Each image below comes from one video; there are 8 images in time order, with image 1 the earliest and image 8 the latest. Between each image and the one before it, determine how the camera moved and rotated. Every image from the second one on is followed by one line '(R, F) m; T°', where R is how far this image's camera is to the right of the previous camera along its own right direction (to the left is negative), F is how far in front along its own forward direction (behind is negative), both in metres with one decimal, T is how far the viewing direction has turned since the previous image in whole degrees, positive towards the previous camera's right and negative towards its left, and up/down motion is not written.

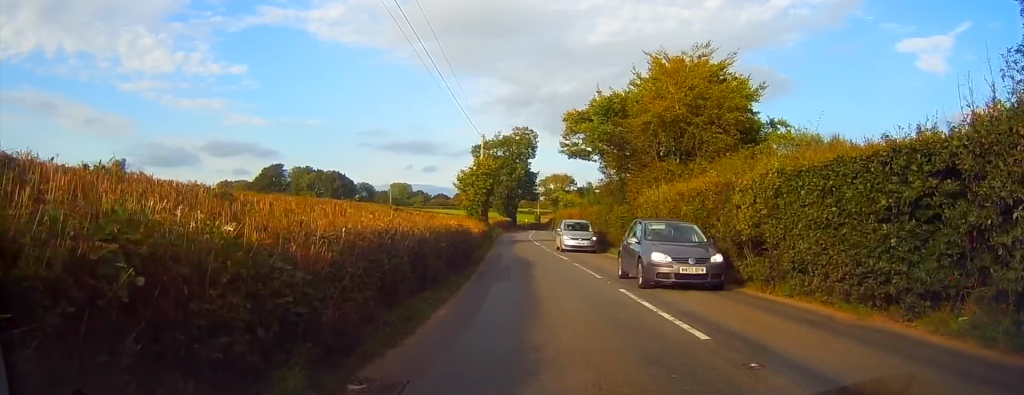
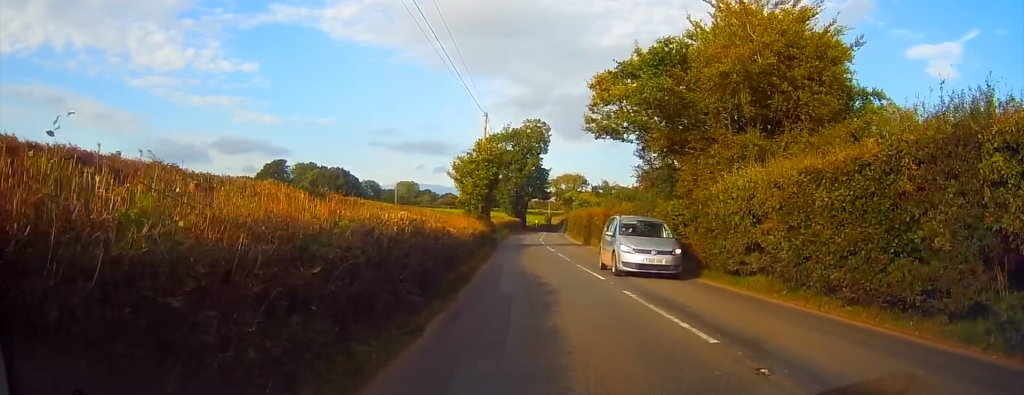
(-0.1, +9.2) m; -1°
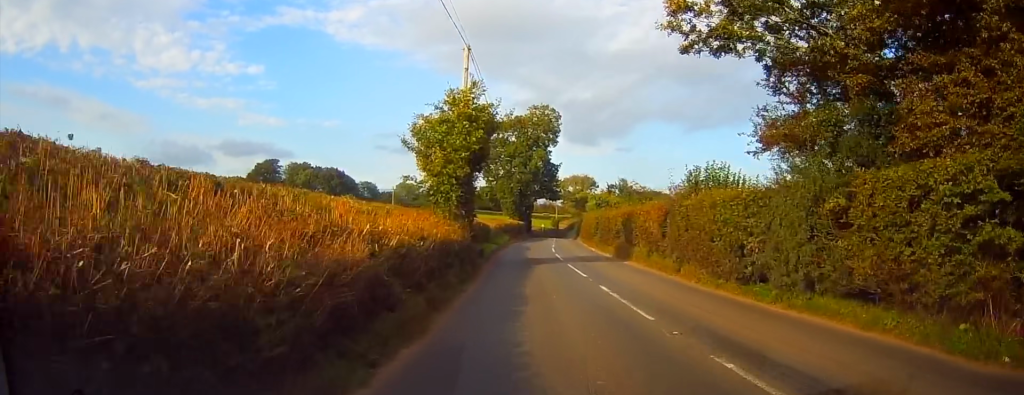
(-0.1, +15.2) m; -1°
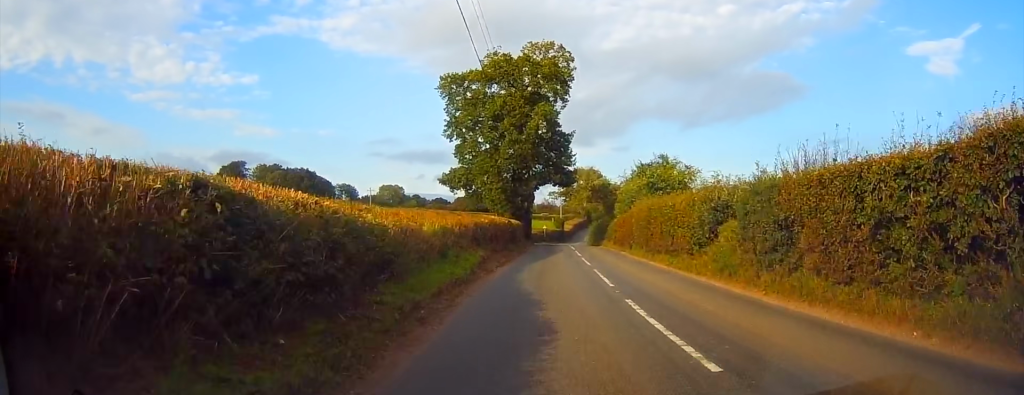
(0.0, +30.6) m; +1°
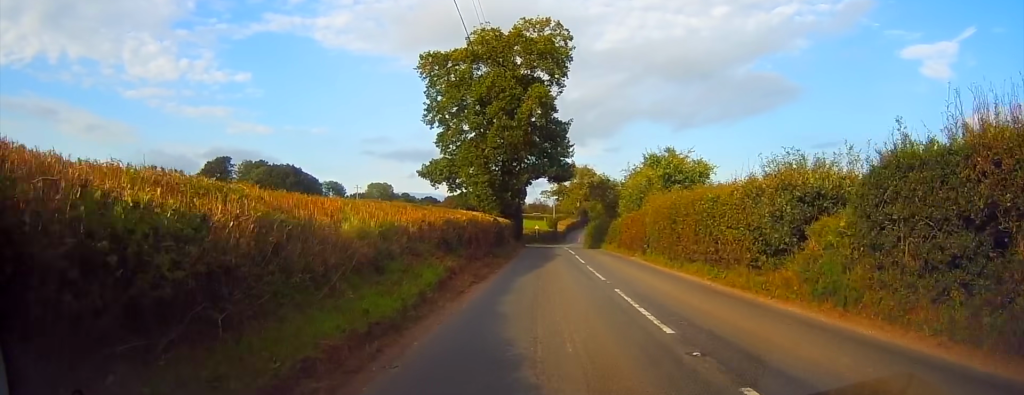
(+0.1, +6.6) m; 0°
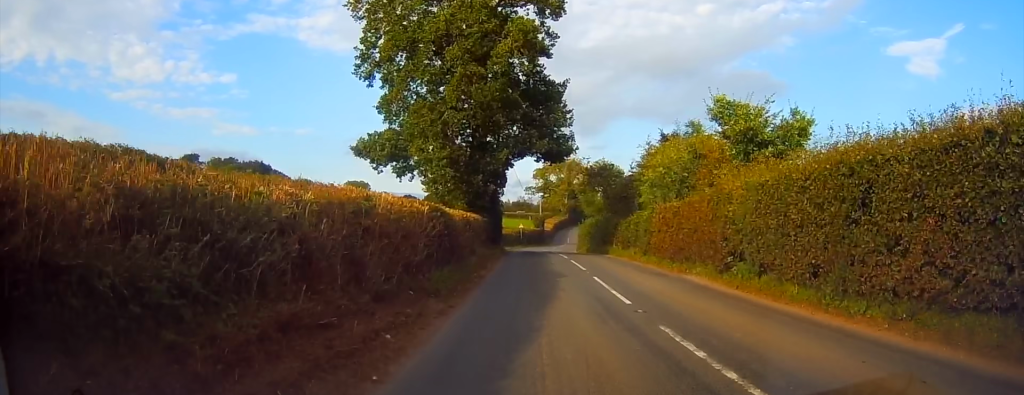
(-0.1, +14.4) m; +1°
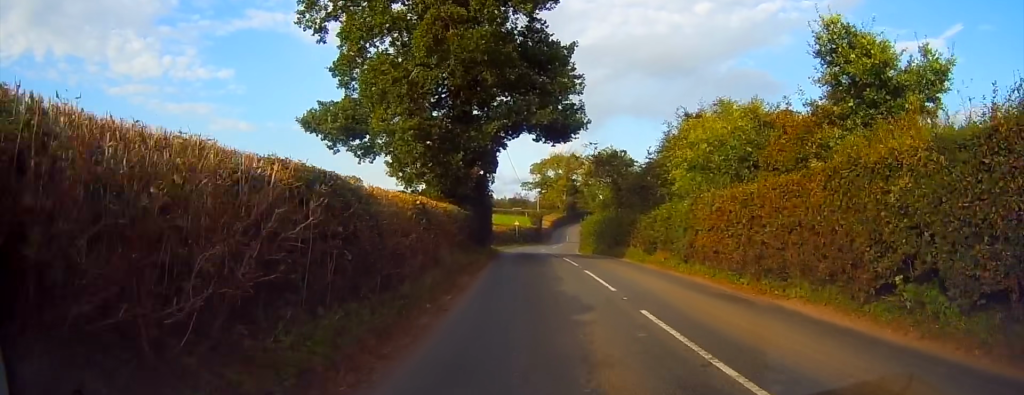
(0.0, +7.7) m; 0°
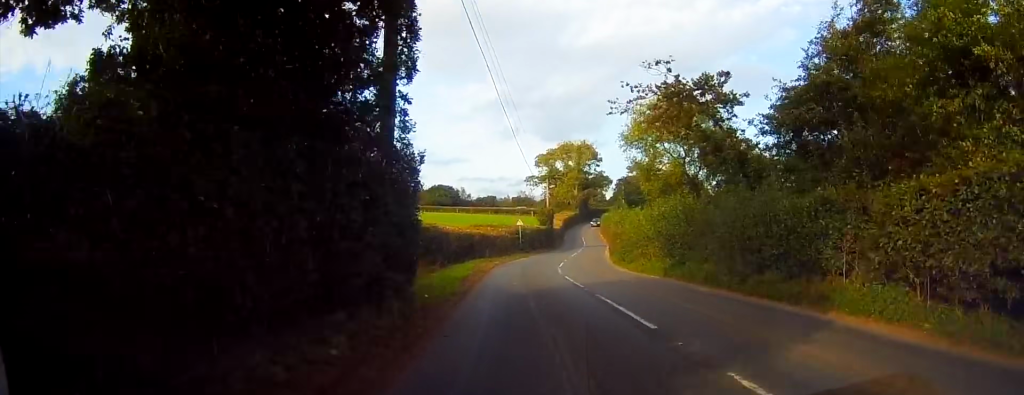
(+0.2, +21.7) m; +1°
